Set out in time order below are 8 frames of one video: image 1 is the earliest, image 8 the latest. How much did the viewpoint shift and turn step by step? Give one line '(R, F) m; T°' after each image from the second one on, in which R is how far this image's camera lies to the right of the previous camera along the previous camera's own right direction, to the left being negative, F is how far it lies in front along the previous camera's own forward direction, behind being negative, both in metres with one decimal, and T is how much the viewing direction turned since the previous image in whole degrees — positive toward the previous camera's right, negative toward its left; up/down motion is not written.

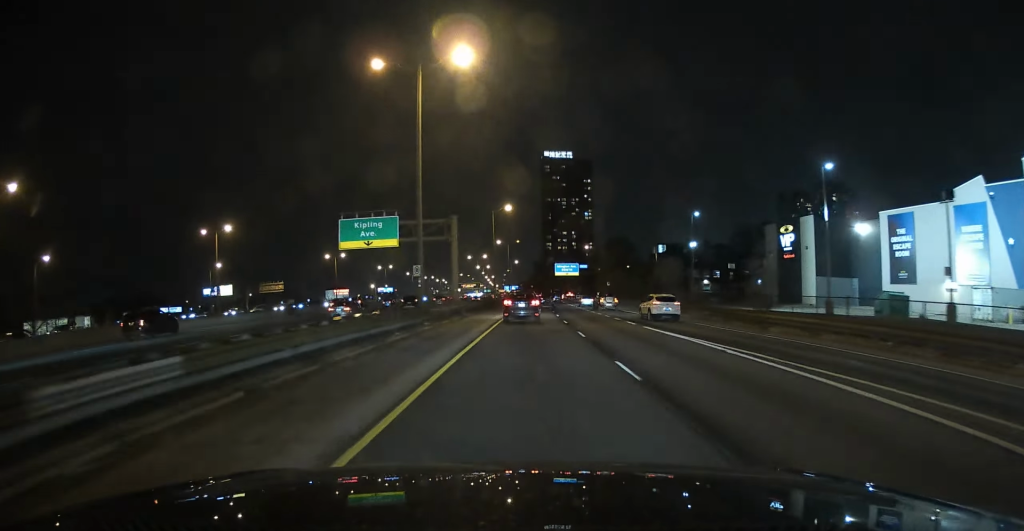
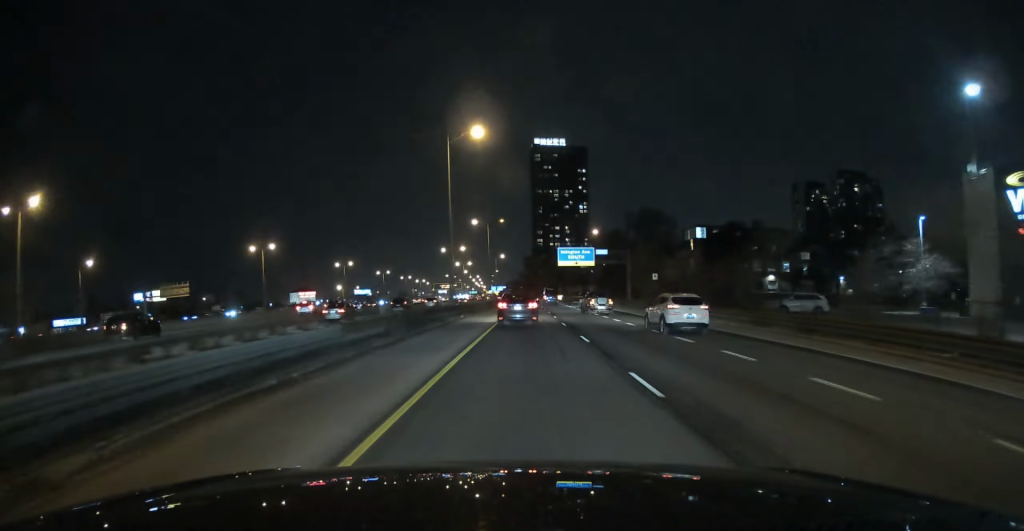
(+0.5, +47.7) m; 0°
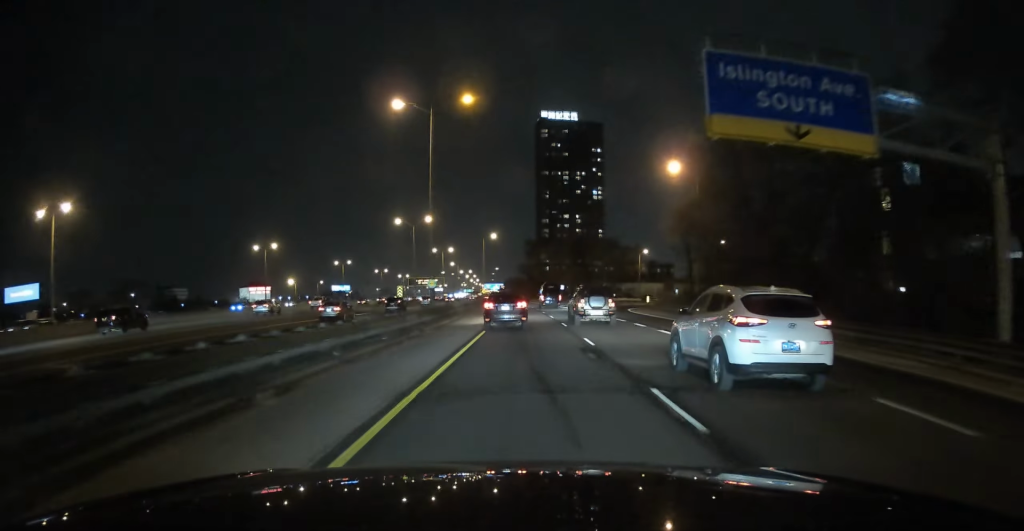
(+0.3, +72.8) m; 0°
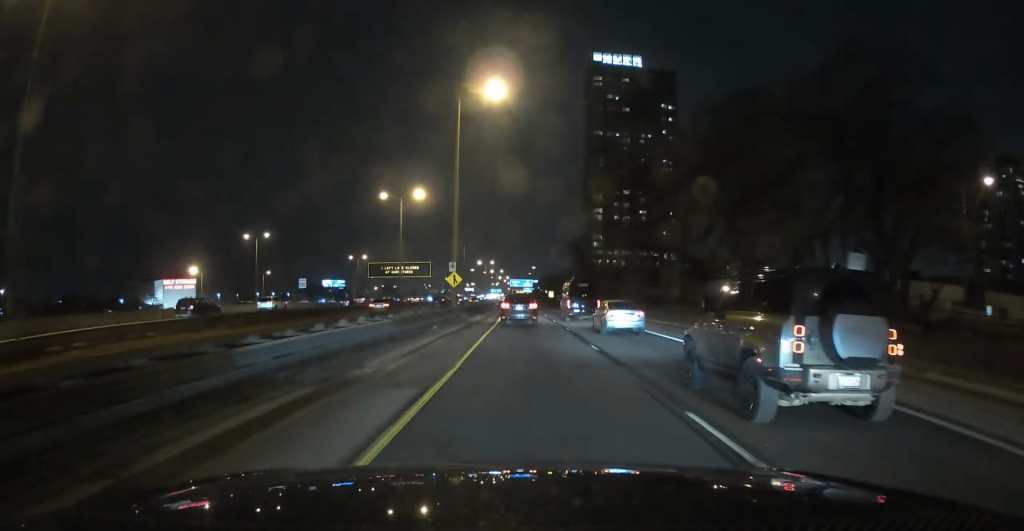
(-1.9, +110.4) m; -3°
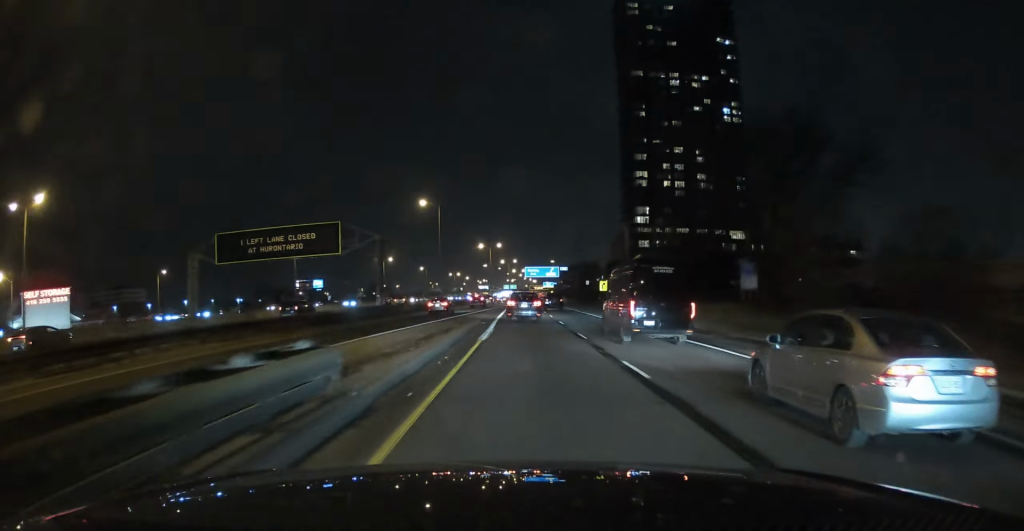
(-1.7, +78.7) m; -2°
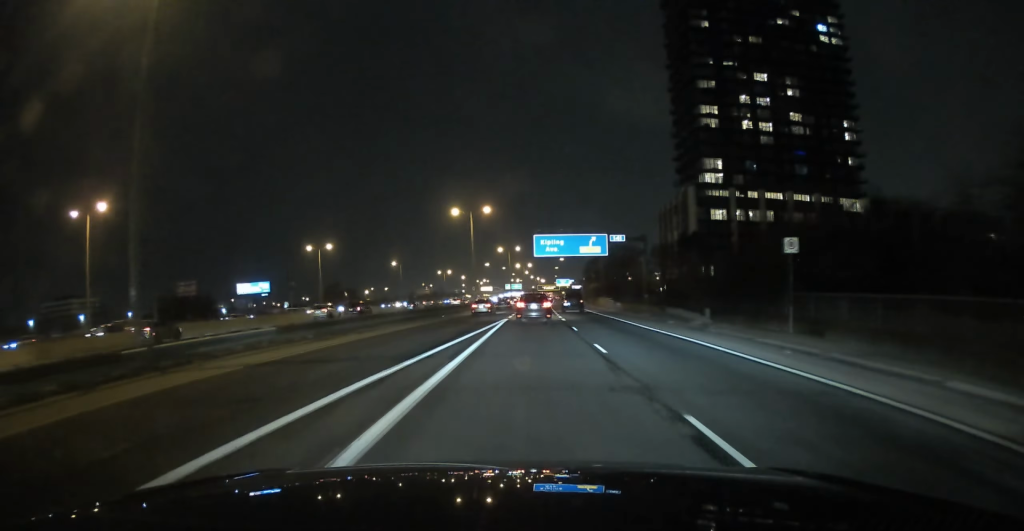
(-0.3, +78.1) m; 0°
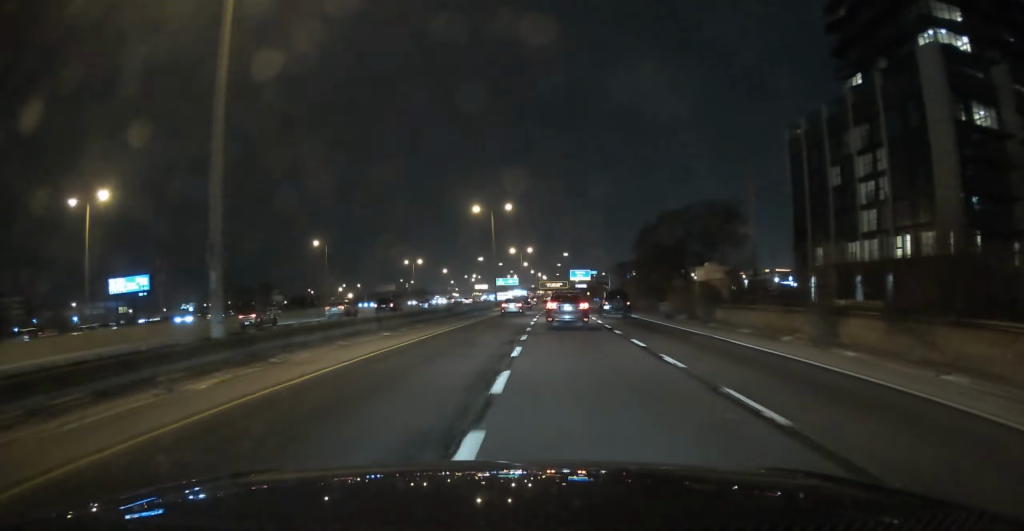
(+0.3, +86.1) m; 0°
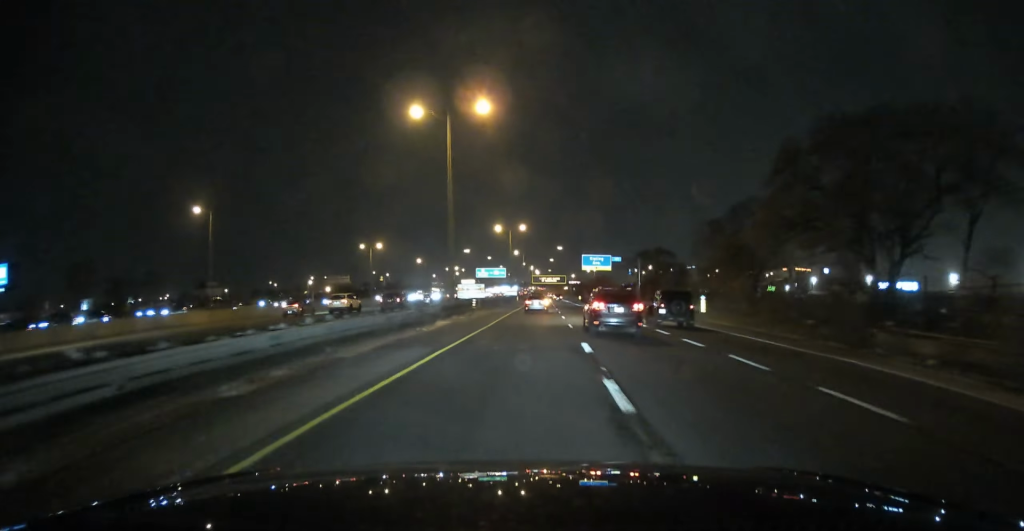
(-0.2, +53.9) m; +1°
